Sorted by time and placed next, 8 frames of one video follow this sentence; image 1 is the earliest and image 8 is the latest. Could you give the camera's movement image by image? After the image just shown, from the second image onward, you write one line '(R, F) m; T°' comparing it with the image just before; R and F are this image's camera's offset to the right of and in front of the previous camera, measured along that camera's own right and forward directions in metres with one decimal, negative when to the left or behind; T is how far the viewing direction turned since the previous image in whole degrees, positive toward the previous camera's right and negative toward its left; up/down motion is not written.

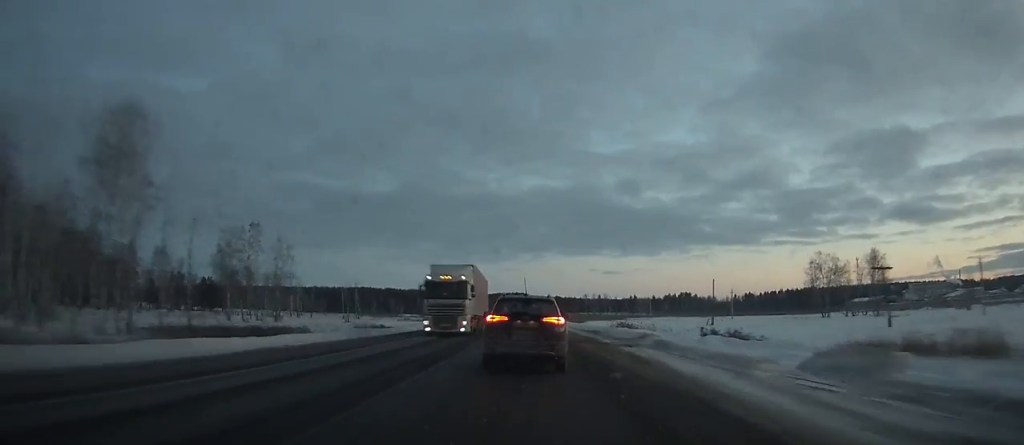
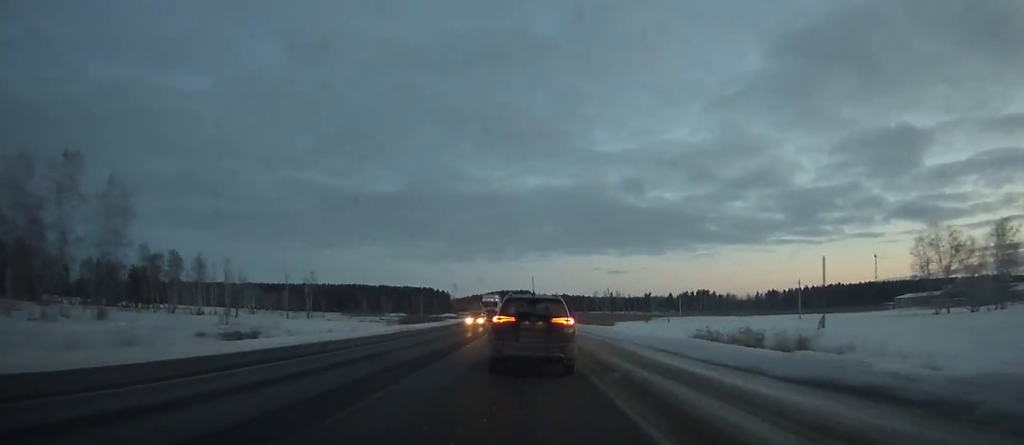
(-0.2, +37.9) m; -1°
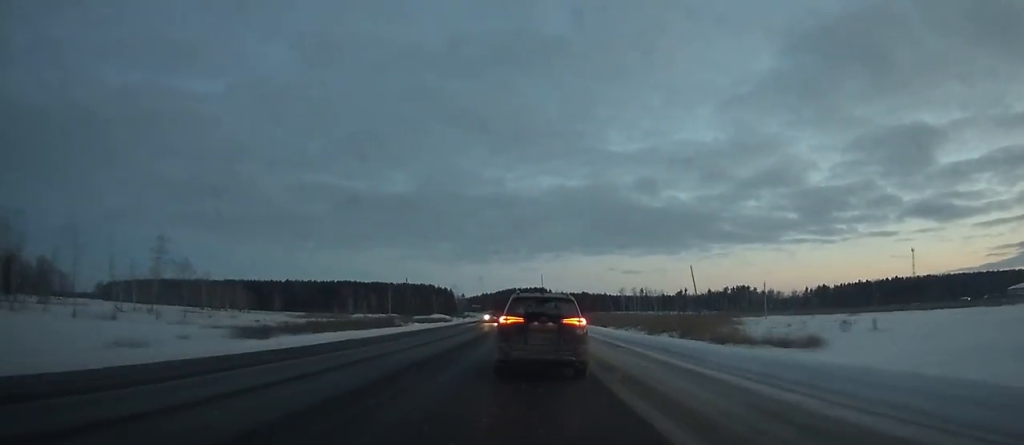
(-0.6, +60.5) m; -1°
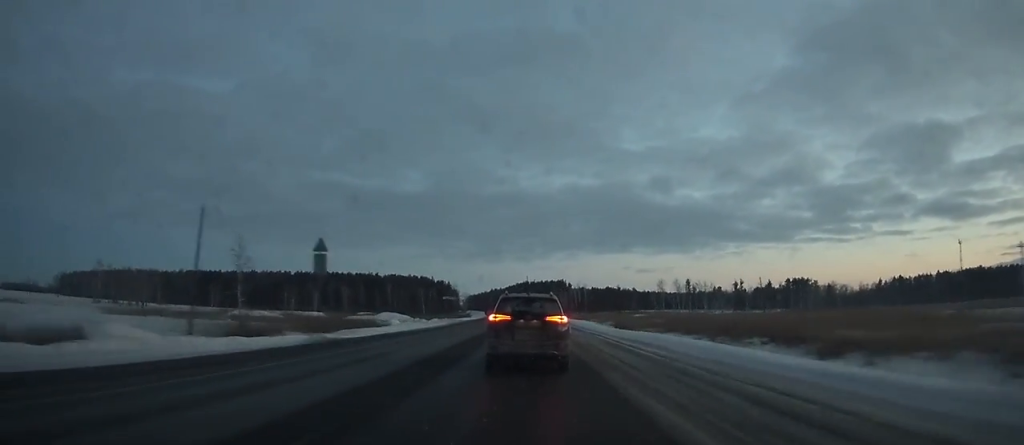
(-0.6, +74.6) m; -1°
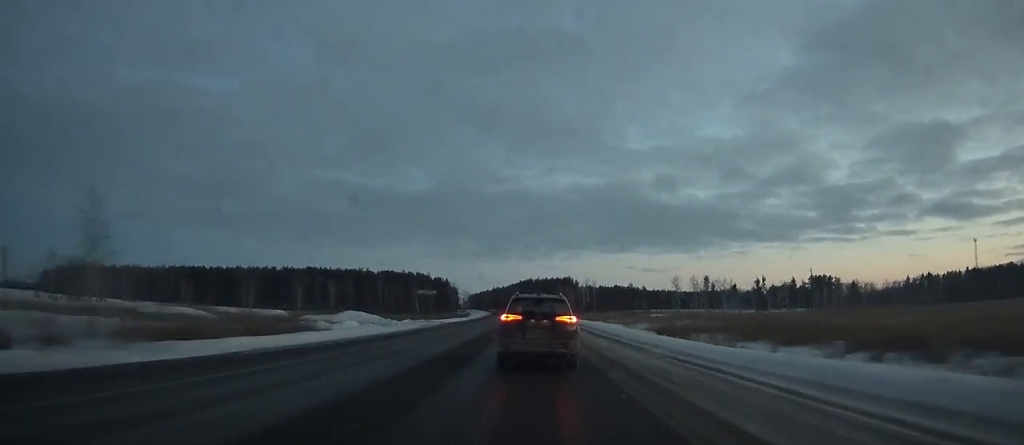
(-0.3, +23.7) m; 0°
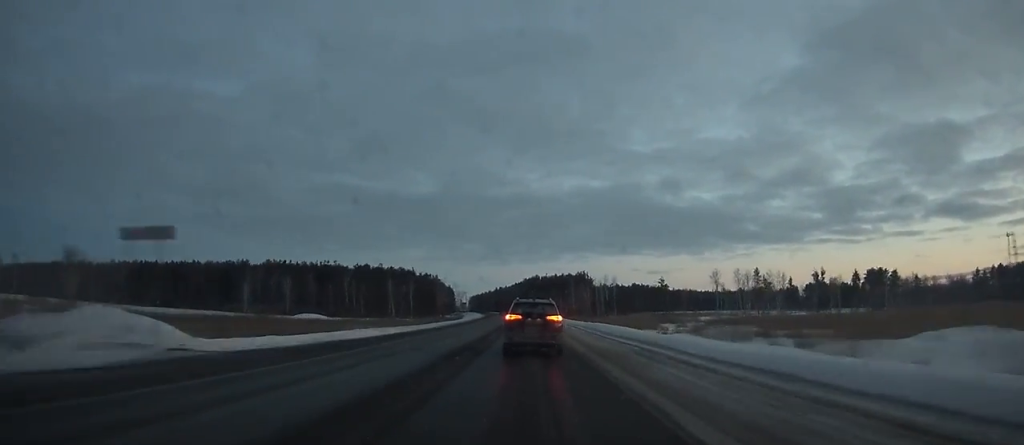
(-0.5, +52.3) m; -1°
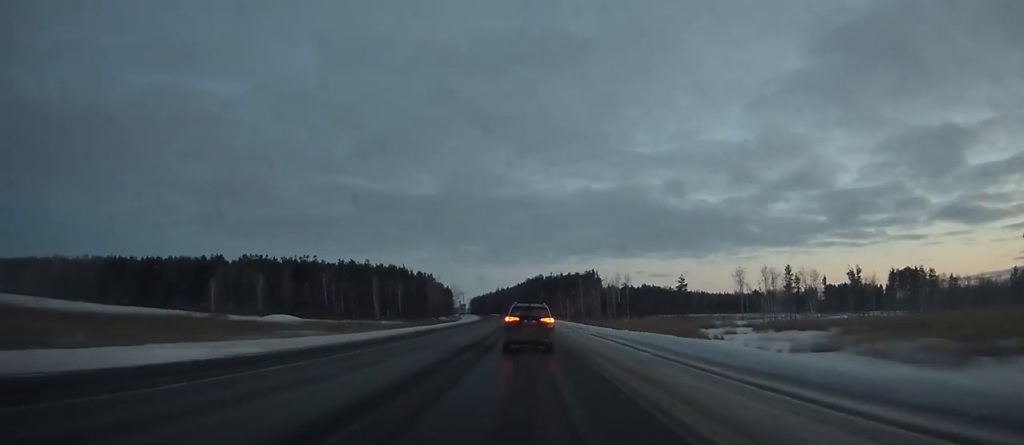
(-0.1, +23.2) m; 0°
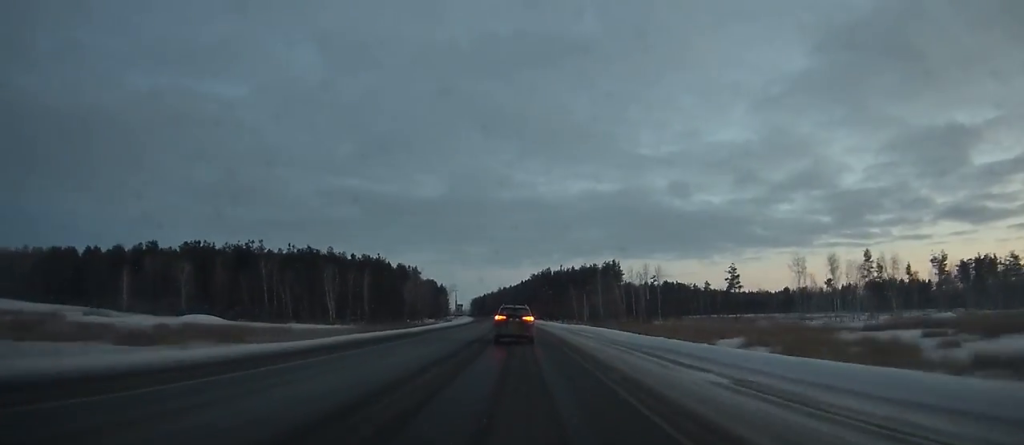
(-0.1, +42.8) m; -1°
